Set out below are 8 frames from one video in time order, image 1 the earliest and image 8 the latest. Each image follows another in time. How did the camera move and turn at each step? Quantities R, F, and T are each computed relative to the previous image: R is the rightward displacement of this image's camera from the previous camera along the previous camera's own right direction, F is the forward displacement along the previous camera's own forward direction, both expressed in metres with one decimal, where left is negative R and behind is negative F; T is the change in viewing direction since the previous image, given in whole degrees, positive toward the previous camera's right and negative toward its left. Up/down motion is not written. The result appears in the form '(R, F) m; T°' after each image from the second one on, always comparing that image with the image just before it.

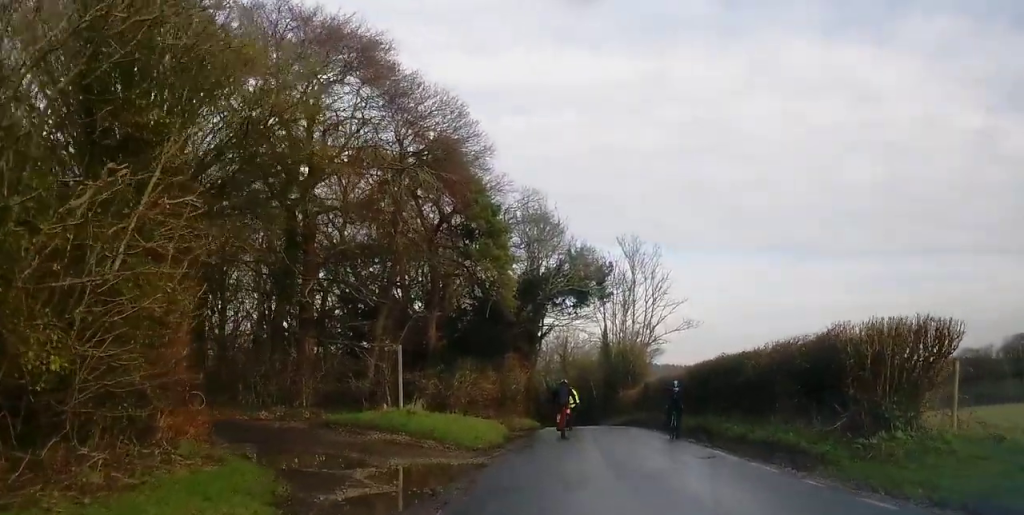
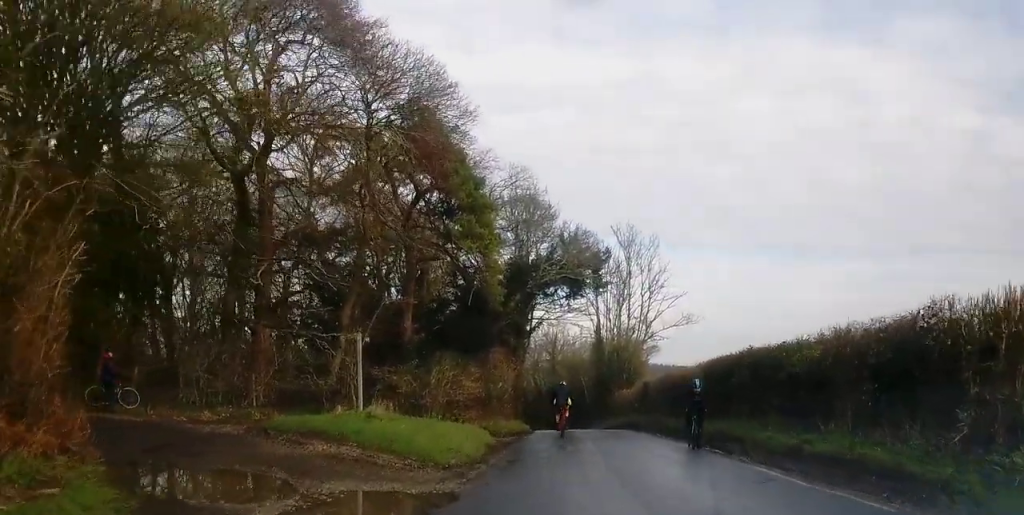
(-0.3, +3.8) m; 0°
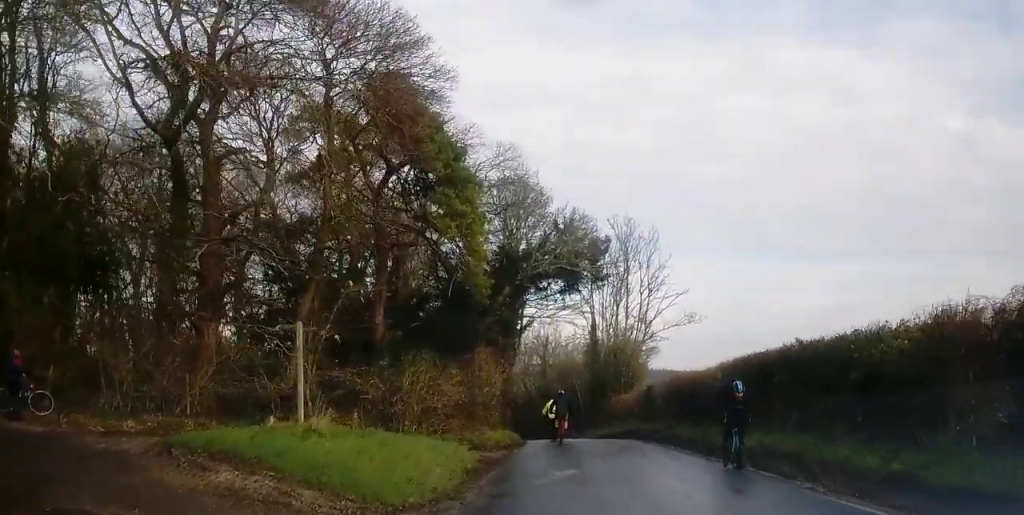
(+0.3, +4.0) m; +3°
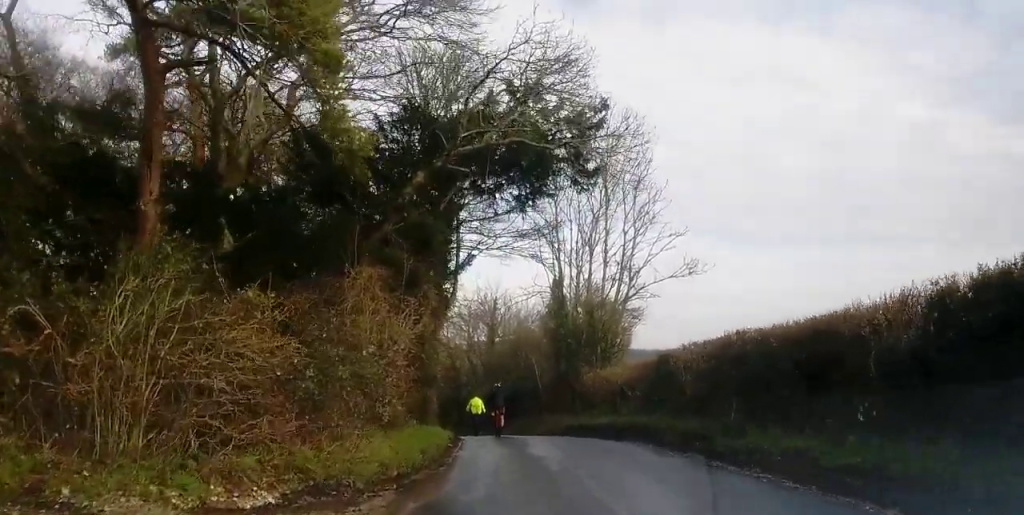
(+0.9, +13.7) m; +4°
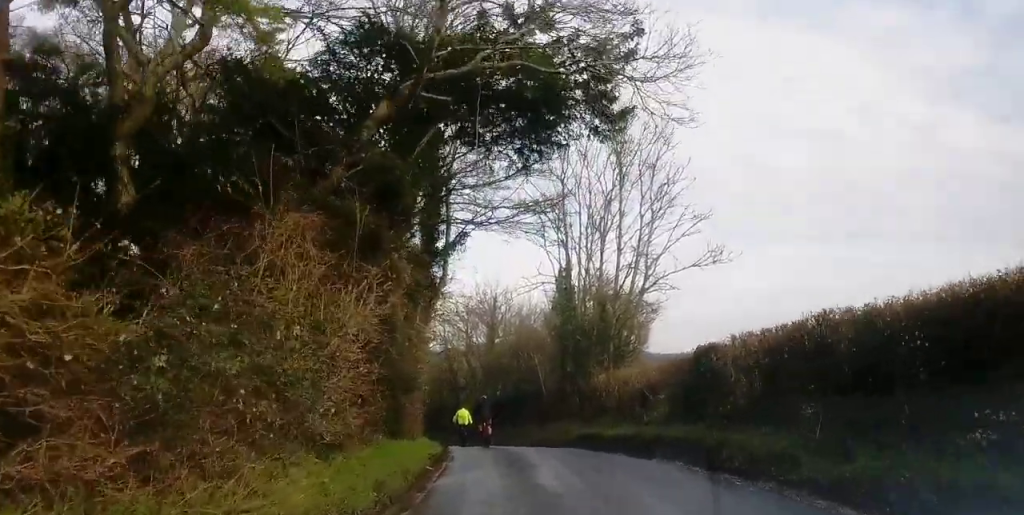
(-0.3, +4.6) m; 0°
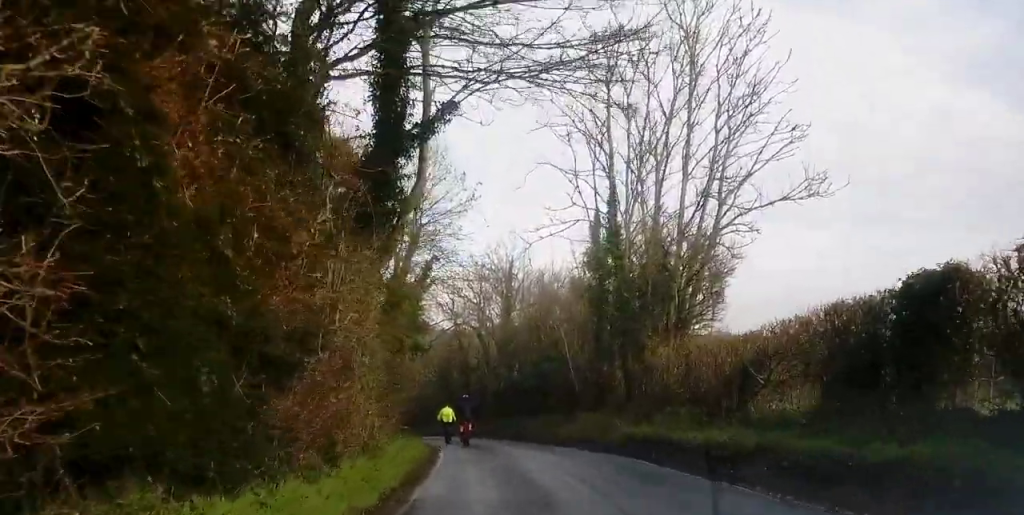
(+0.2, +9.3) m; -1°
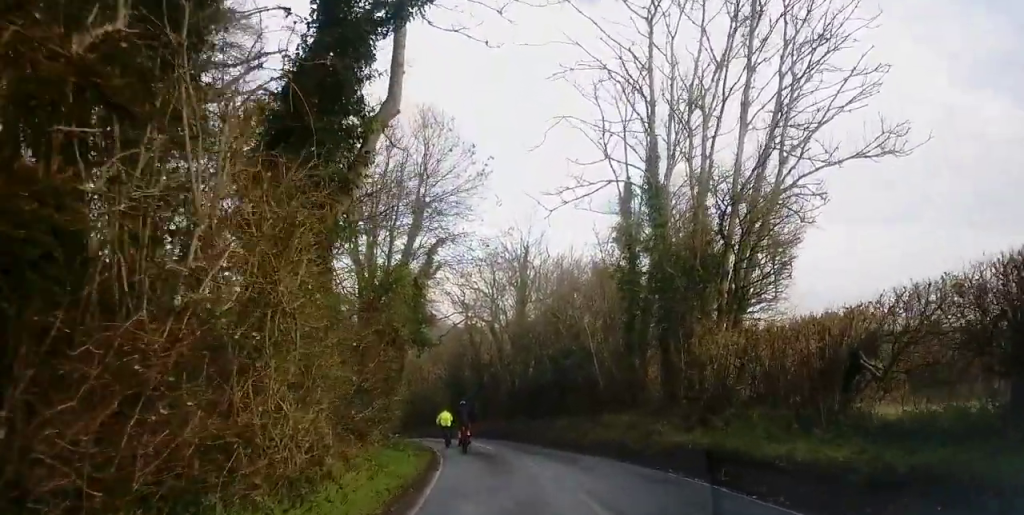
(-0.3, +4.4) m; -1°
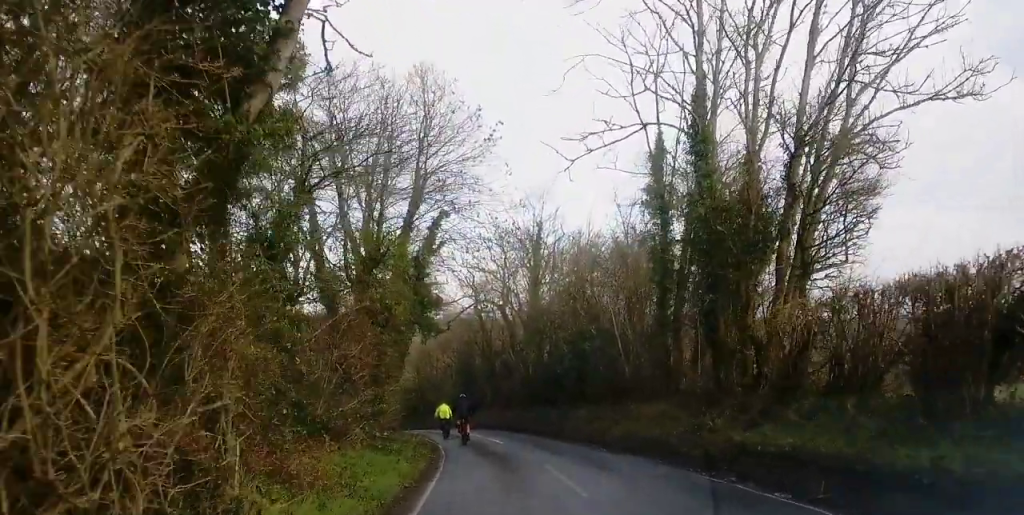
(+0.1, +3.2) m; -1°
